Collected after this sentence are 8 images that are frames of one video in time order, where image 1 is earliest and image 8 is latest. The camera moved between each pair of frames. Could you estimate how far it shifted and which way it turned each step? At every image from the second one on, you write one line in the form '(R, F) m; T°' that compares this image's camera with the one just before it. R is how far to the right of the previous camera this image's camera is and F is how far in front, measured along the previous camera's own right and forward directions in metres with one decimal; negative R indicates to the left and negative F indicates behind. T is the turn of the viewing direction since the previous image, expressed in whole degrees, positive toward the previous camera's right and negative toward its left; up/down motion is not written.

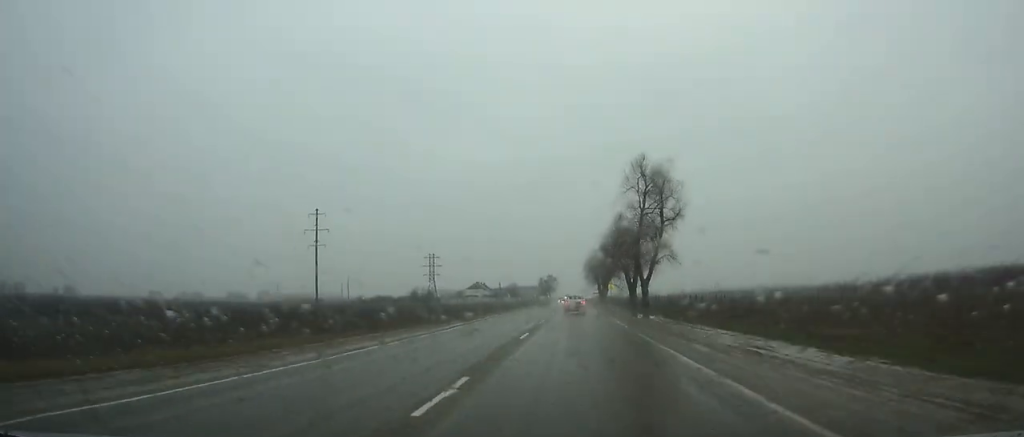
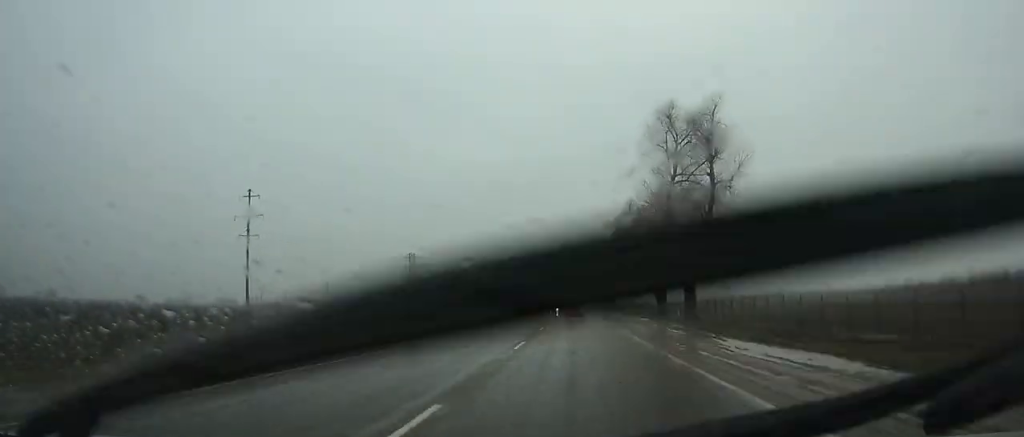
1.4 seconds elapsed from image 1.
(0.0, +26.6) m; 0°
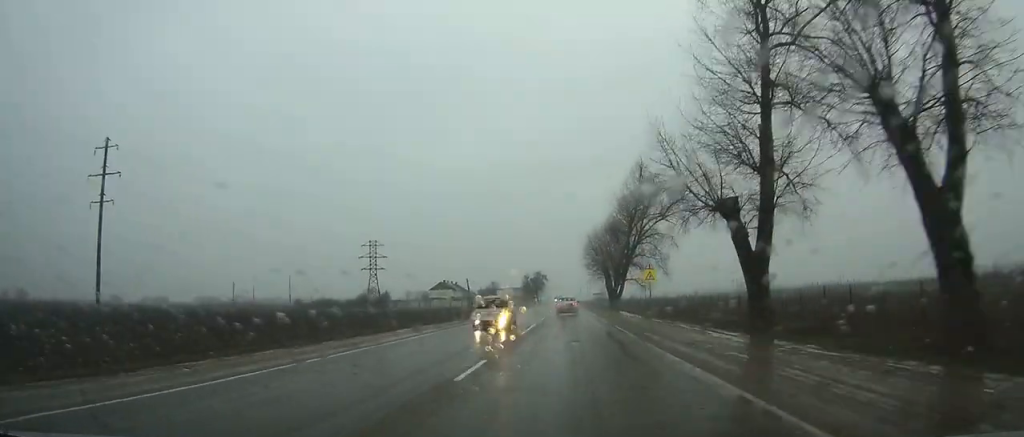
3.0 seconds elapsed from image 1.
(+0.1, +30.7) m; 0°
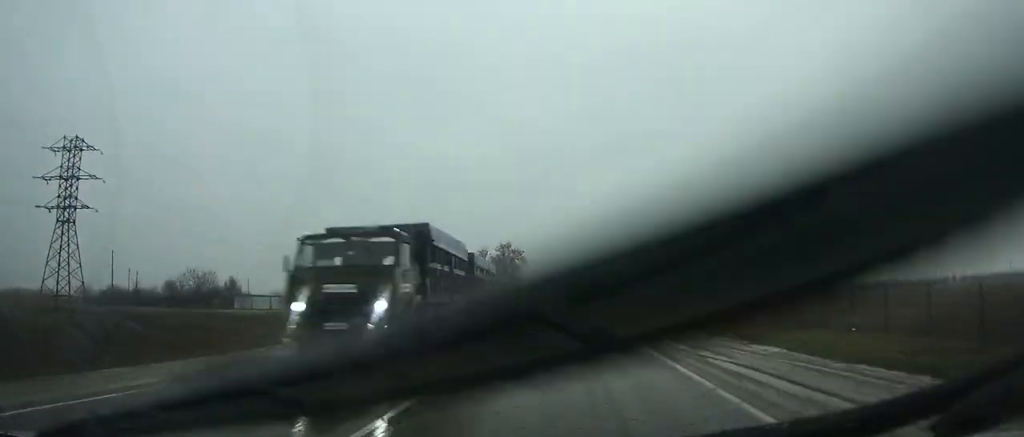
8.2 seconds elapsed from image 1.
(+0.4, +100.7) m; 0°
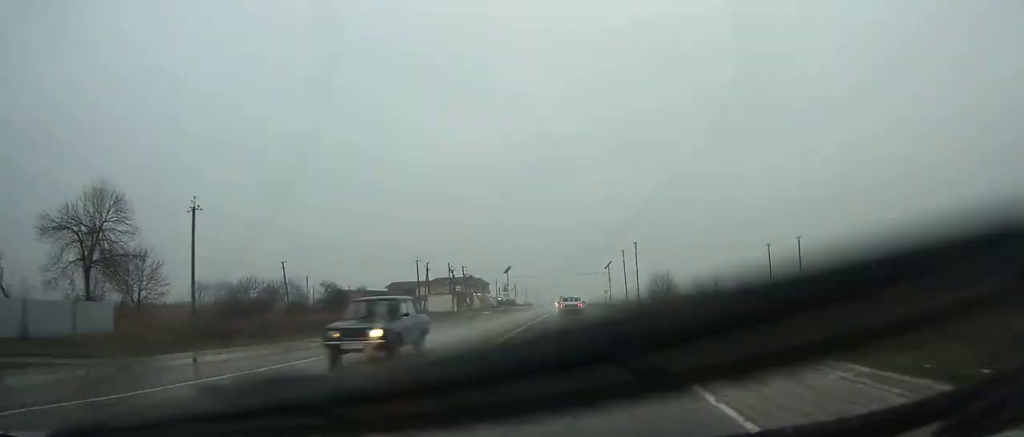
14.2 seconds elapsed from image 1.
(-0.3, +116.0) m; 0°
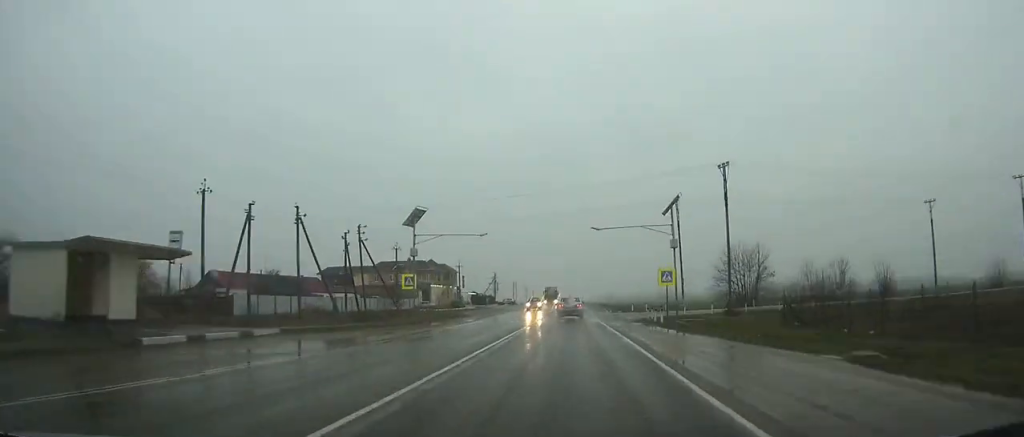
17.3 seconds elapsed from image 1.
(-0.1, +58.8) m; 0°
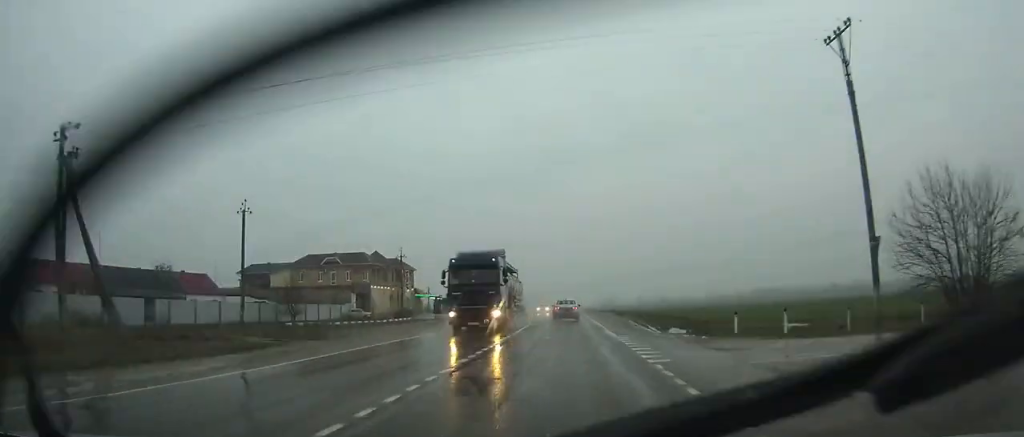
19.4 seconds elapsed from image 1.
(0.0, +39.7) m; 0°
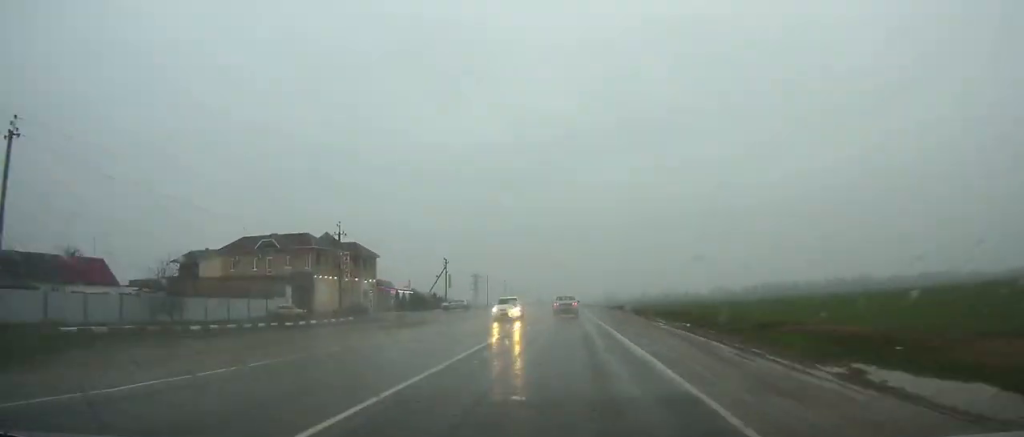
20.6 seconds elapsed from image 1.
(0.0, +22.8) m; 0°
